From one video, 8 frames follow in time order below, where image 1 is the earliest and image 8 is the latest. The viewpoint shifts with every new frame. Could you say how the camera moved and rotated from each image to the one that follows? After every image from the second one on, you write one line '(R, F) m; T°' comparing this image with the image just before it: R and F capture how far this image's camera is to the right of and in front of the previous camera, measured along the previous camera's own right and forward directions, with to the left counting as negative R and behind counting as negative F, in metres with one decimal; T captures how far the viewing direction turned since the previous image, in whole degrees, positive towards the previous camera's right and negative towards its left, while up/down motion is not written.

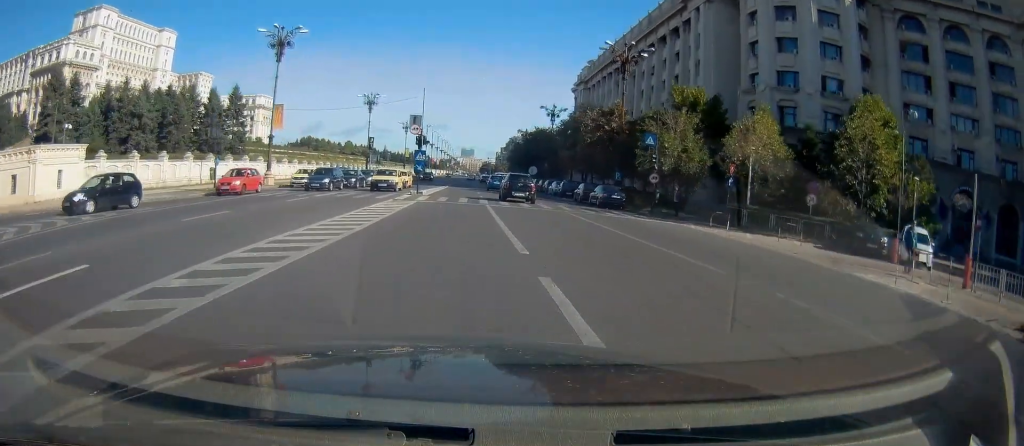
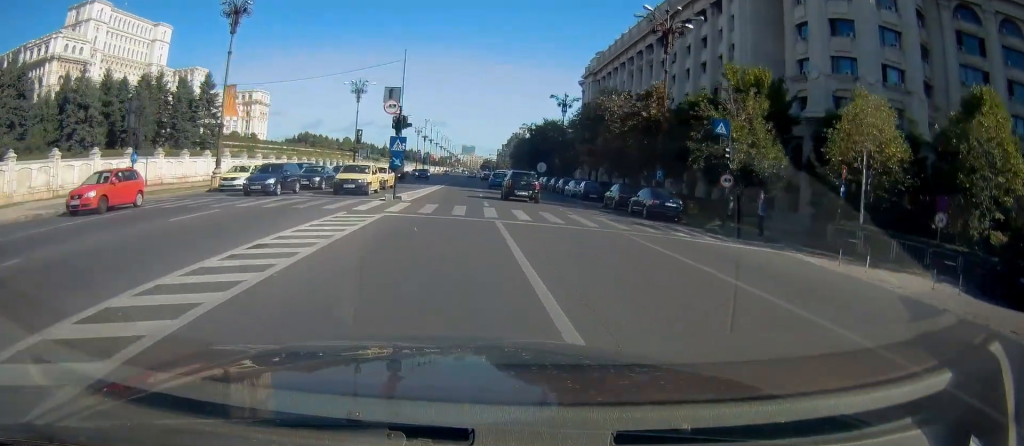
(-0.1, +10.0) m; -1°
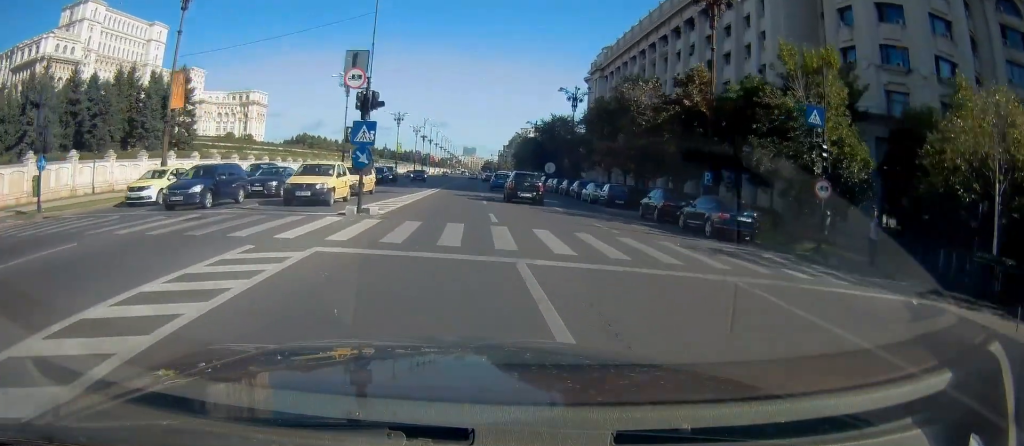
(0.0, +7.3) m; -1°
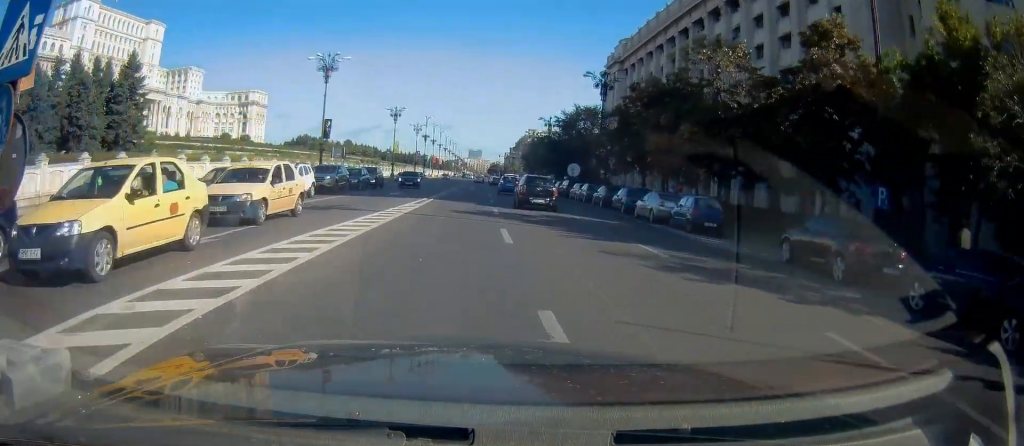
(0.0, +12.9) m; -1°
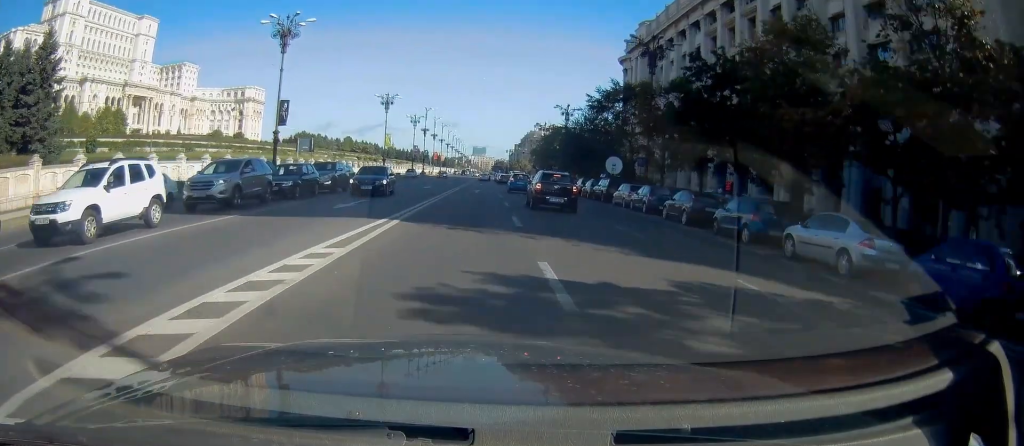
(-0.3, +14.7) m; -1°
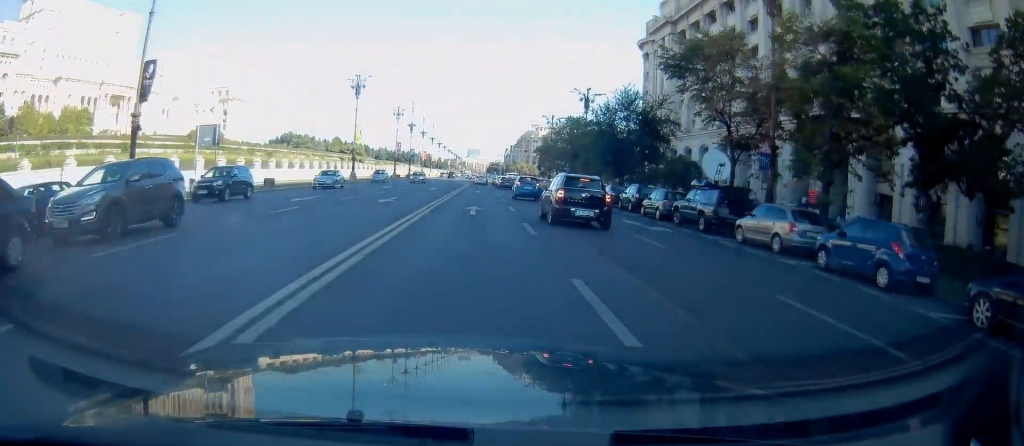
(+0.1, +18.8) m; 0°
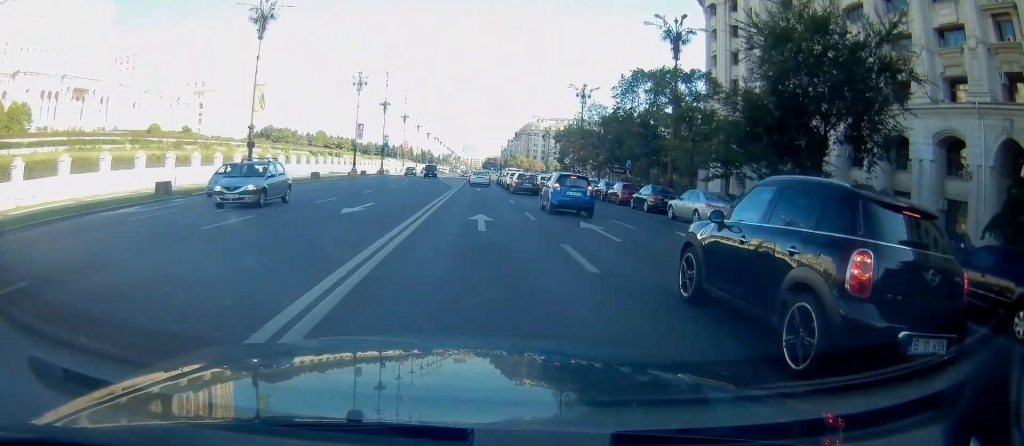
(+0.5, +32.7) m; +2°
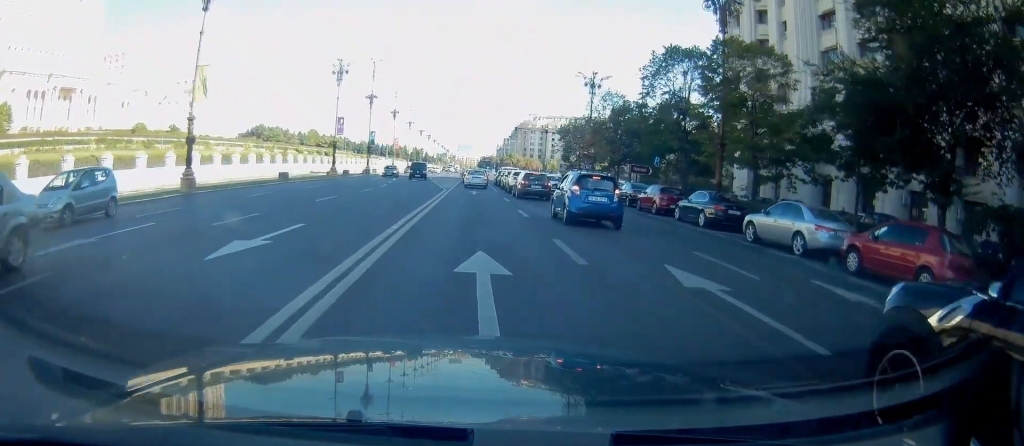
(0.0, +8.7) m; +1°
